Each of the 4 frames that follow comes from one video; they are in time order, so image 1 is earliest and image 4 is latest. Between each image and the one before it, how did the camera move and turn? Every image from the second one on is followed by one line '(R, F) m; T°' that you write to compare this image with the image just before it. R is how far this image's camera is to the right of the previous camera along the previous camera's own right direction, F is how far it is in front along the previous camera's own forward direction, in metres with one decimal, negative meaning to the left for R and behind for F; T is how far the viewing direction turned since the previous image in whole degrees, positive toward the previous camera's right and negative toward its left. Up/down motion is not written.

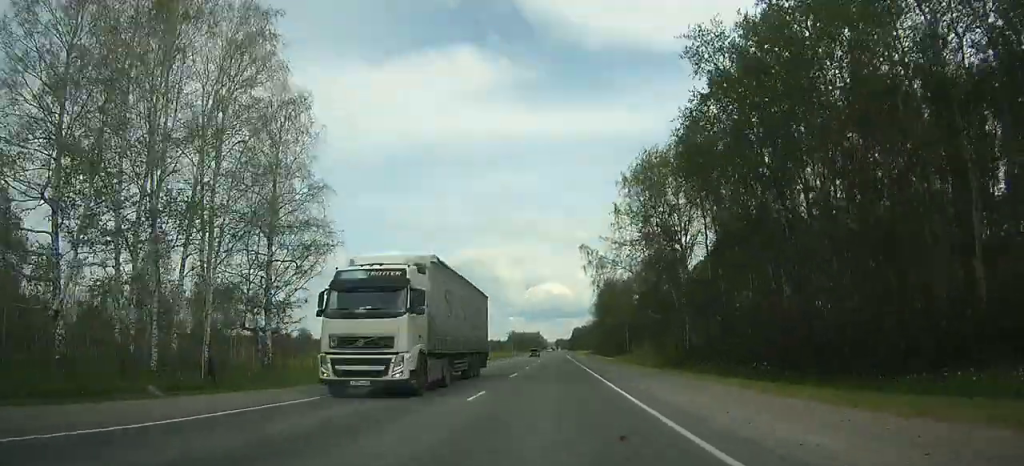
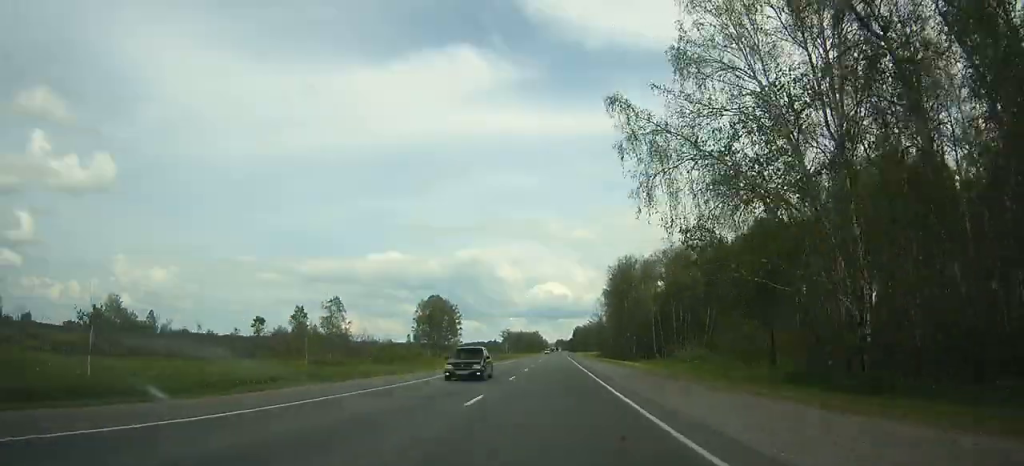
(0.0, +37.1) m; 0°
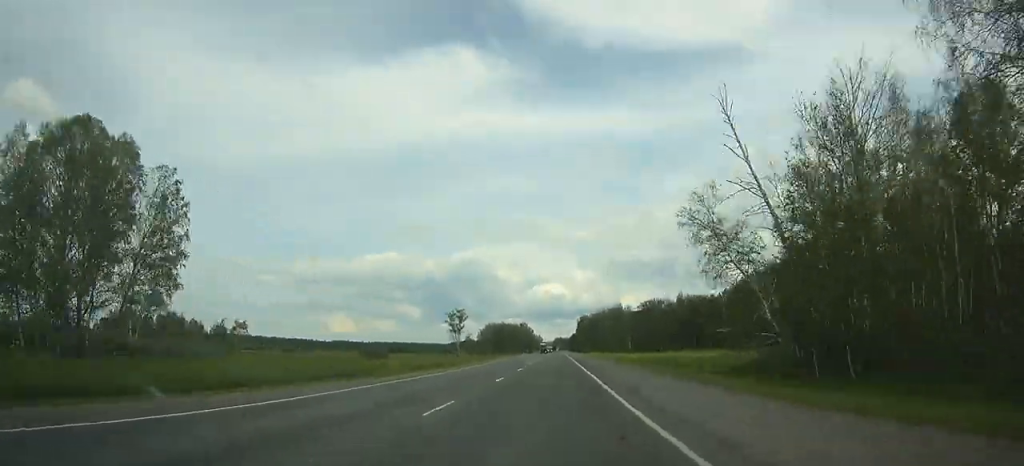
(+0.1, +147.8) m; 0°
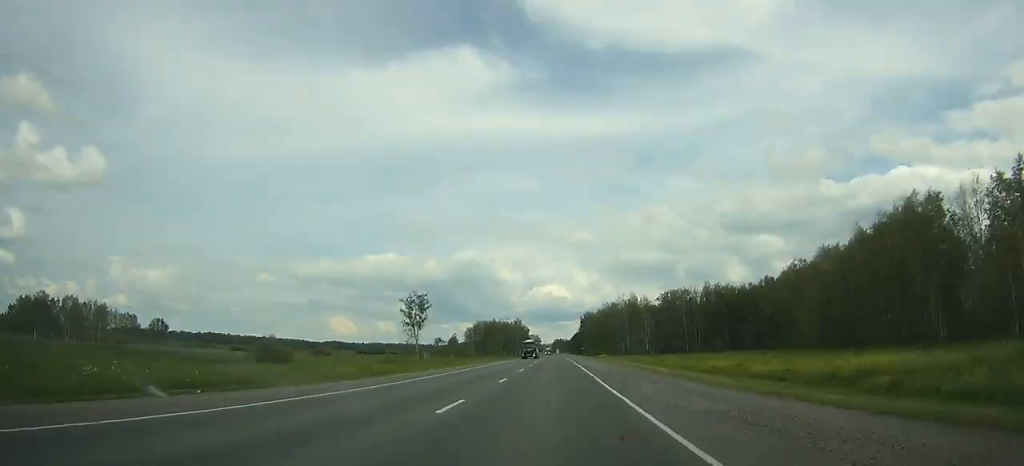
(+0.2, +50.7) m; 0°
